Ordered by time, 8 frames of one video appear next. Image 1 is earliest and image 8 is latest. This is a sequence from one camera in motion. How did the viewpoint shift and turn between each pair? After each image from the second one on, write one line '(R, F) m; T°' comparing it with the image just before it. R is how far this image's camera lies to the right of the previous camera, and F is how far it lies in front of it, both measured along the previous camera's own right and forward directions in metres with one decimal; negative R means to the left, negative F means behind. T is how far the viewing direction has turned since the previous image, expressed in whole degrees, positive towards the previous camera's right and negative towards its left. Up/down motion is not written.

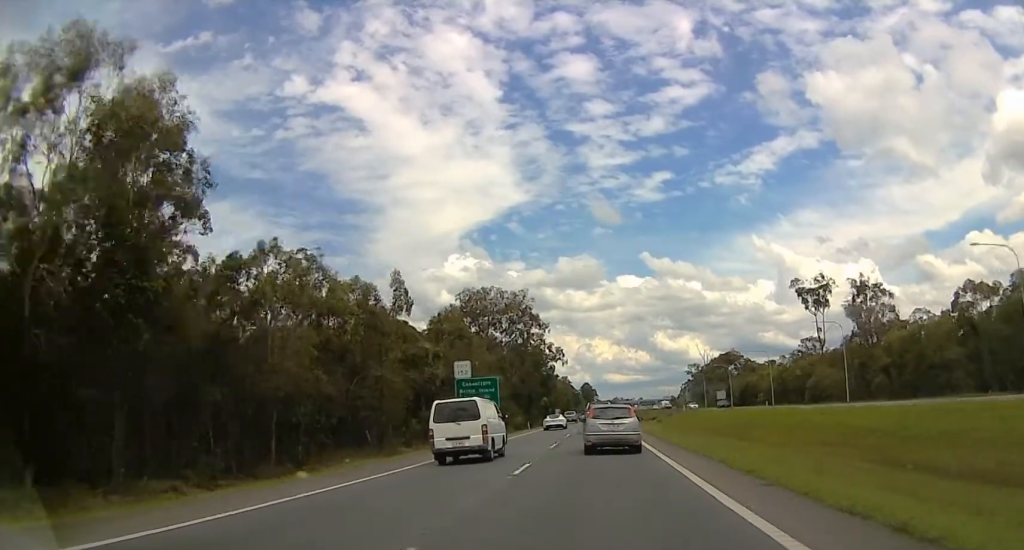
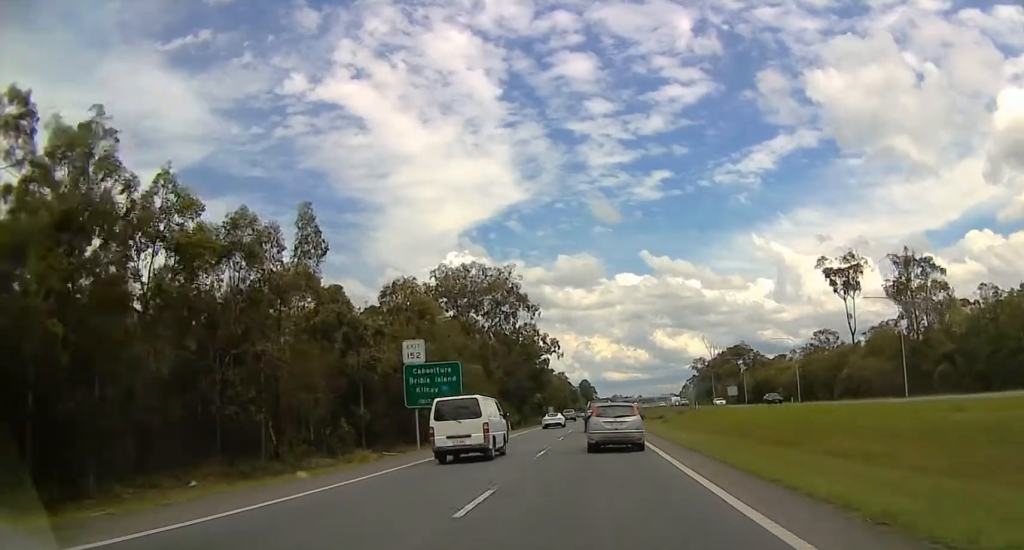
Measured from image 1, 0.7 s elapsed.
(-0.2, +18.2) m; 0°
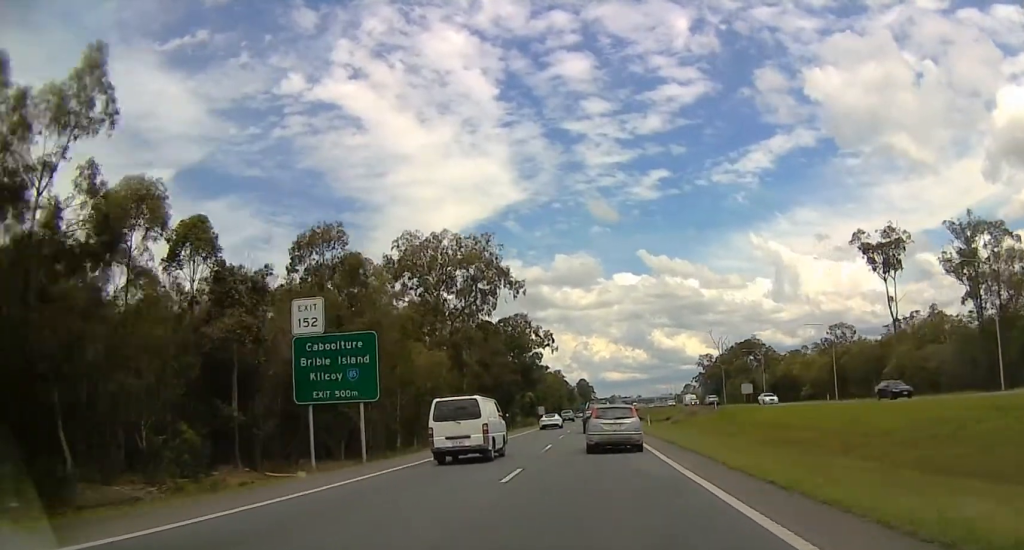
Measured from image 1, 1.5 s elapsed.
(+0.9, +19.0) m; 0°
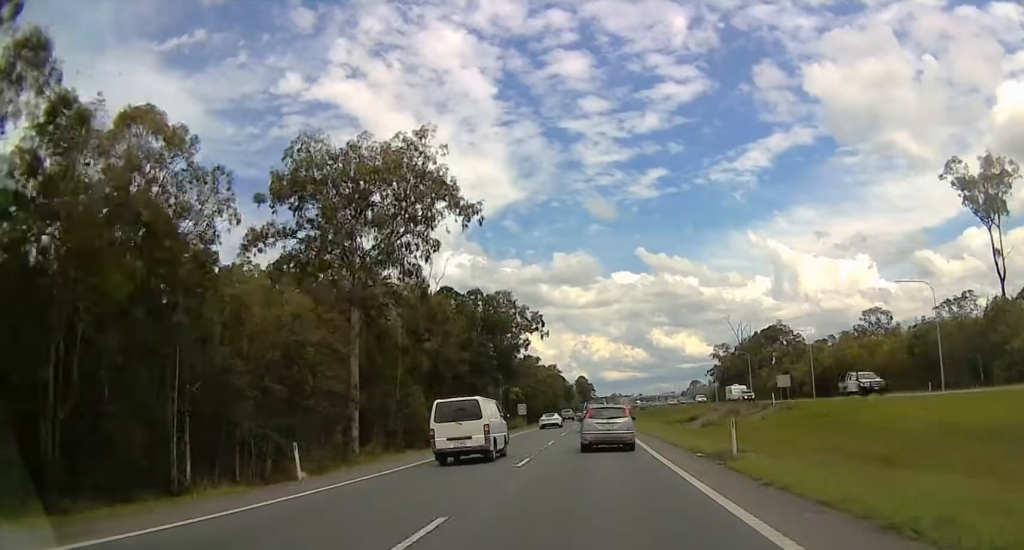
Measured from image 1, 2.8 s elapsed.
(-0.8, +31.6) m; 0°
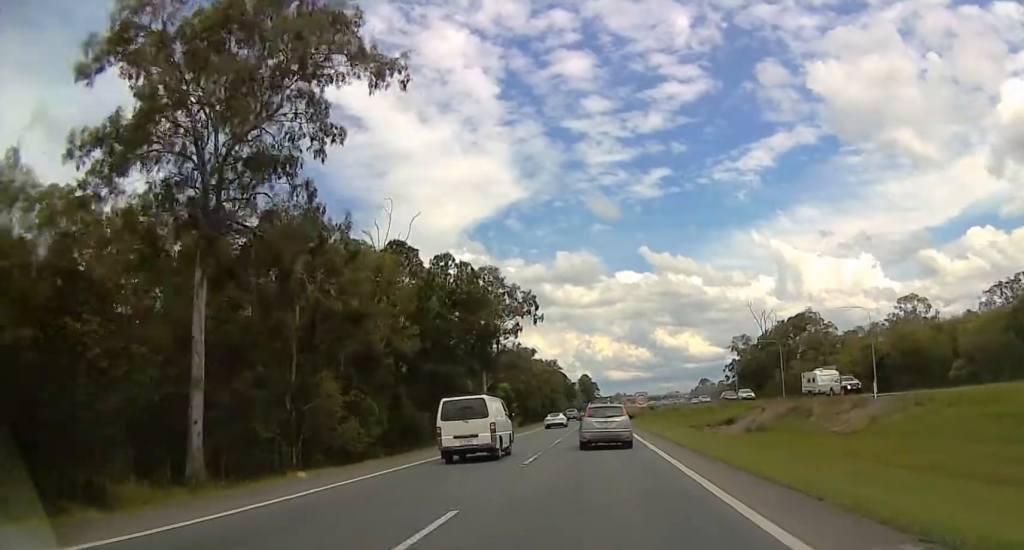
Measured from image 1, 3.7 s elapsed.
(+0.5, +23.6) m; -1°
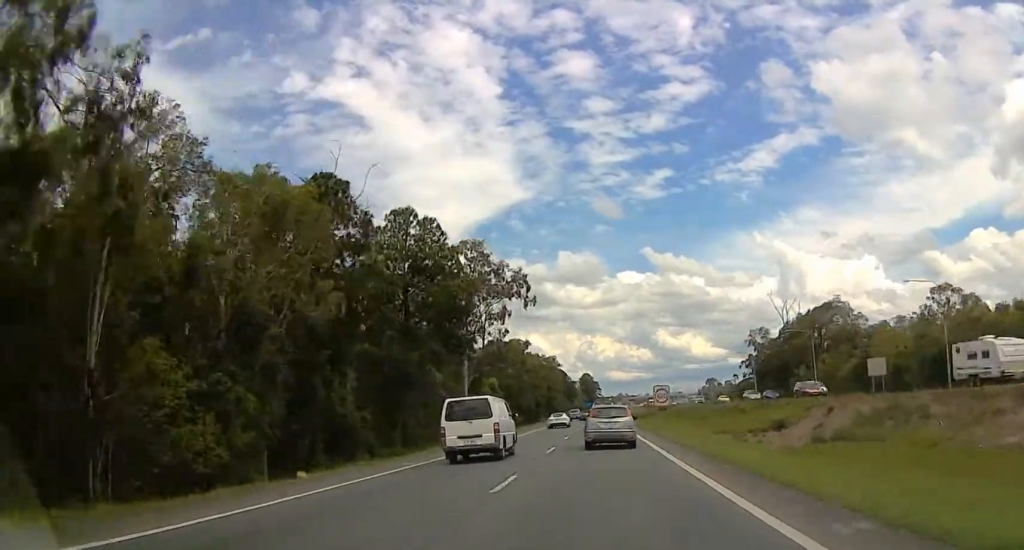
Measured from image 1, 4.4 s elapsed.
(-0.8, +18.7) m; -2°
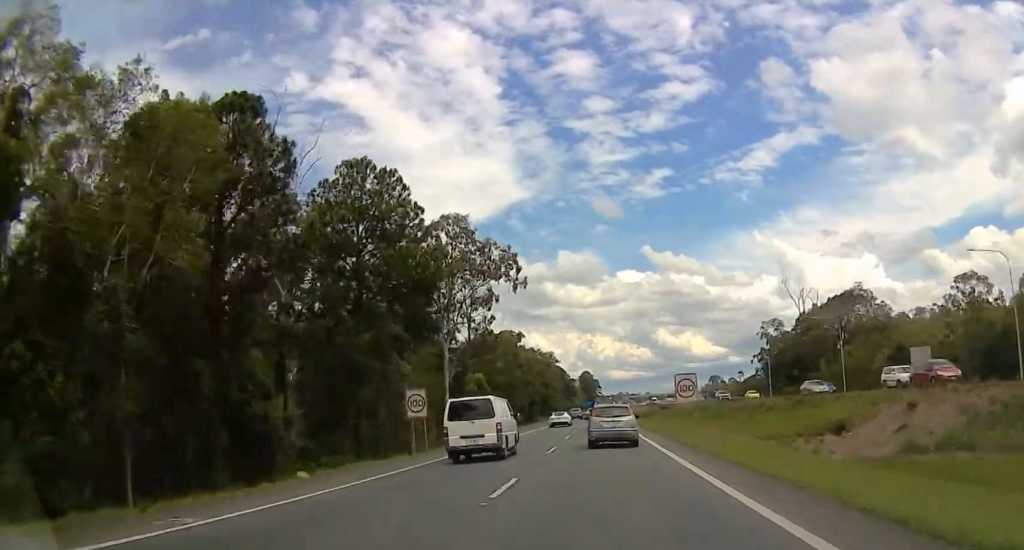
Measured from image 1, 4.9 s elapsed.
(+0.1, +13.0) m; +2°
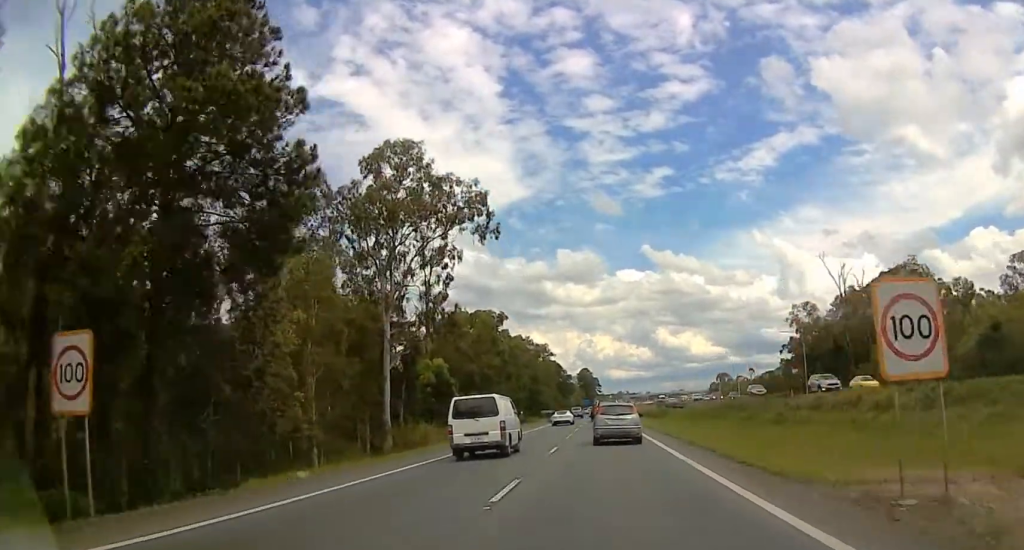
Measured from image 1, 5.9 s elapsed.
(+0.6, +25.0) m; +1°
